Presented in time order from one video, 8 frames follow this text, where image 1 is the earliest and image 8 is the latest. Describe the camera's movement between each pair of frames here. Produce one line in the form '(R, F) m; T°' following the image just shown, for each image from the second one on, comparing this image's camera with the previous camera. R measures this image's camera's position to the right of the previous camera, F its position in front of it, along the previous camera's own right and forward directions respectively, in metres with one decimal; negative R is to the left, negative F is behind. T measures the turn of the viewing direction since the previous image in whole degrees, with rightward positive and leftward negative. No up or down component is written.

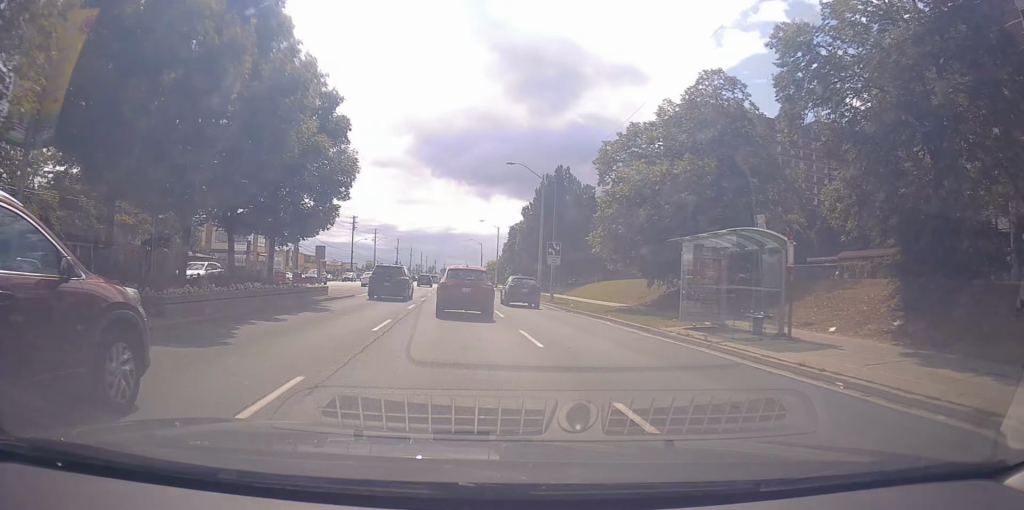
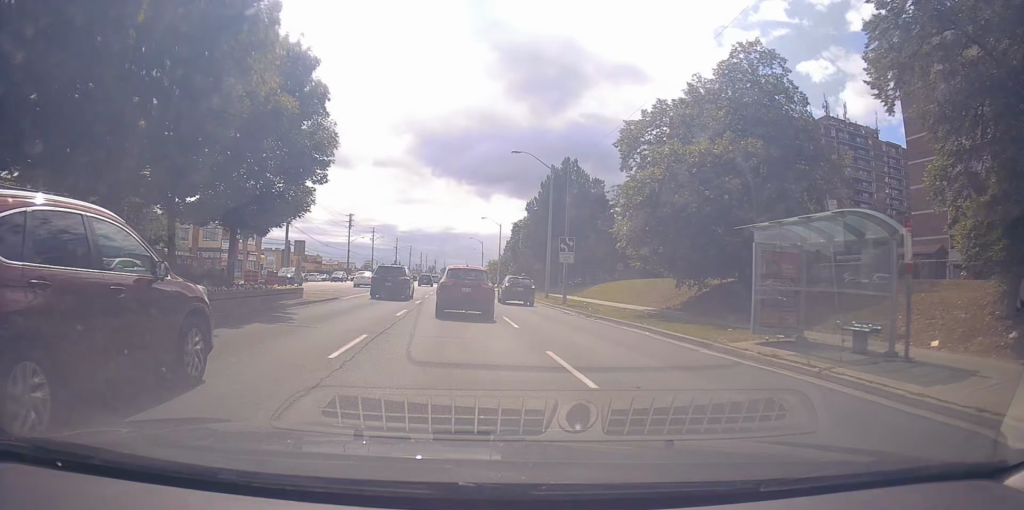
(-0.1, +4.5) m; 0°
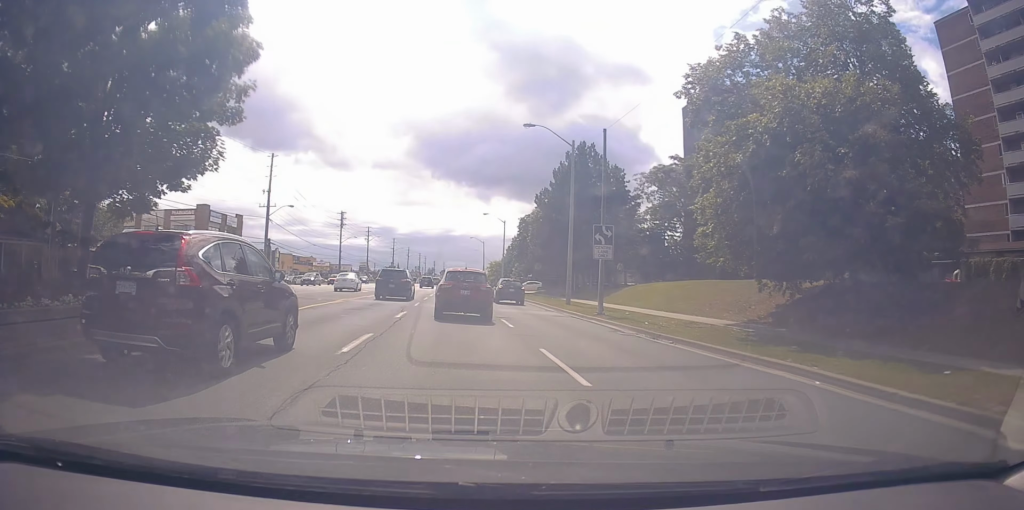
(-0.2, +8.9) m; 0°
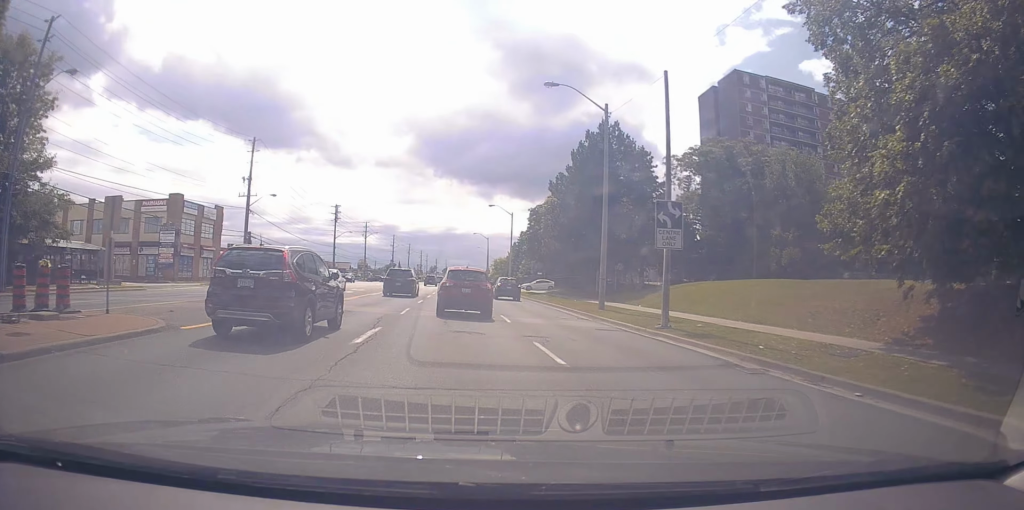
(+0.3, +7.9) m; +1°
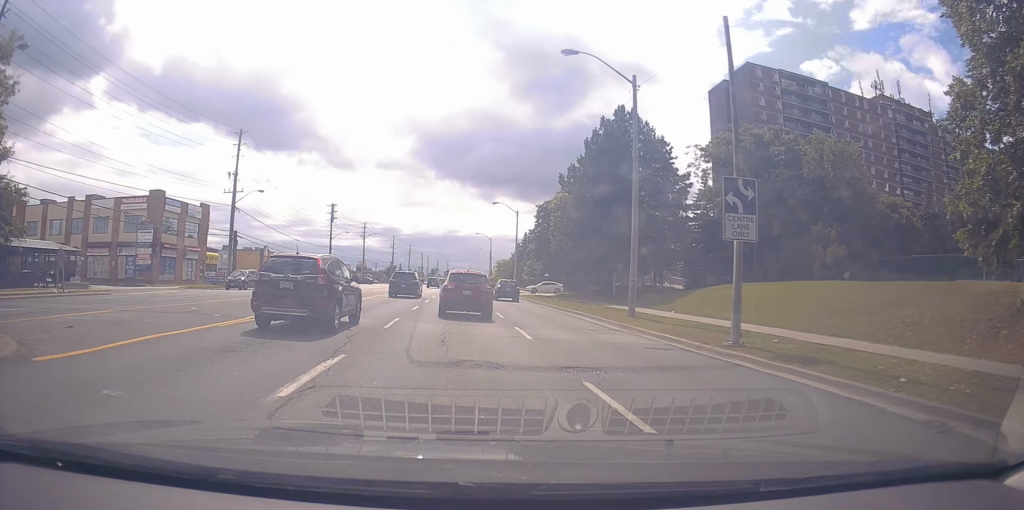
(-0.1, +4.7) m; 0°
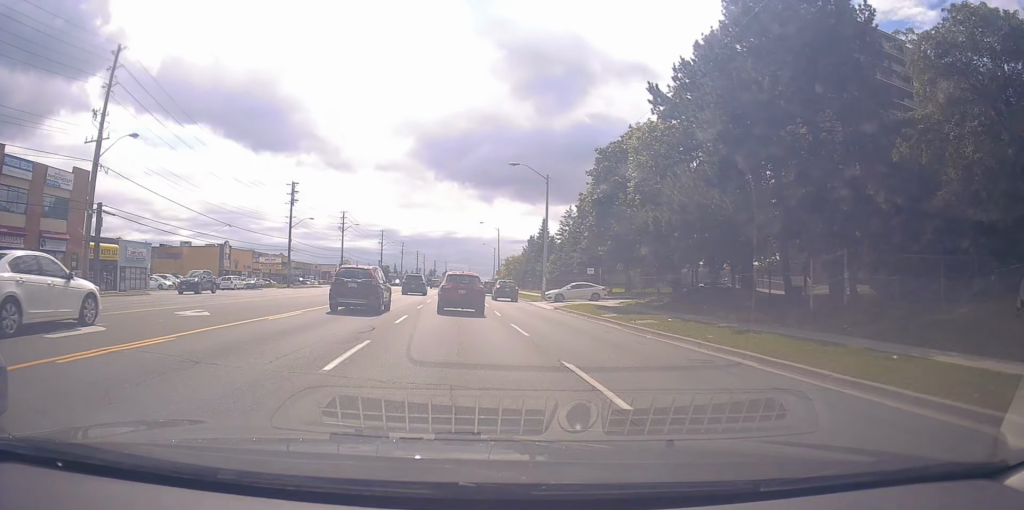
(-0.1, +23.5) m; 0°
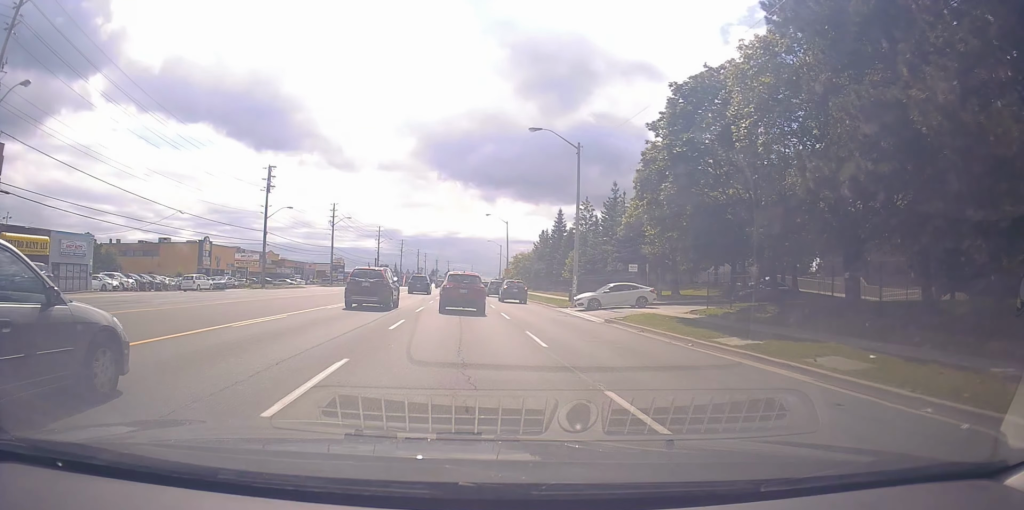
(+0.2, +10.7) m; -1°
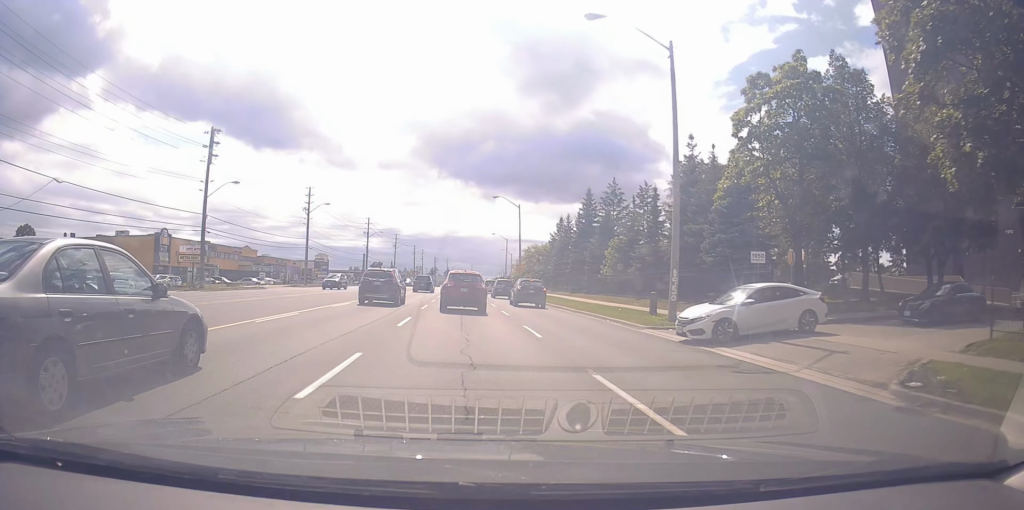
(-0.7, +16.1) m; -1°
